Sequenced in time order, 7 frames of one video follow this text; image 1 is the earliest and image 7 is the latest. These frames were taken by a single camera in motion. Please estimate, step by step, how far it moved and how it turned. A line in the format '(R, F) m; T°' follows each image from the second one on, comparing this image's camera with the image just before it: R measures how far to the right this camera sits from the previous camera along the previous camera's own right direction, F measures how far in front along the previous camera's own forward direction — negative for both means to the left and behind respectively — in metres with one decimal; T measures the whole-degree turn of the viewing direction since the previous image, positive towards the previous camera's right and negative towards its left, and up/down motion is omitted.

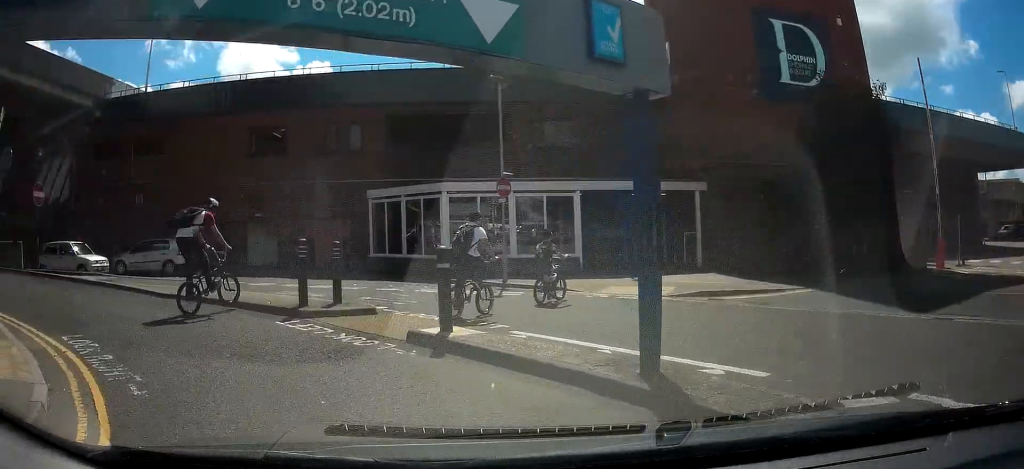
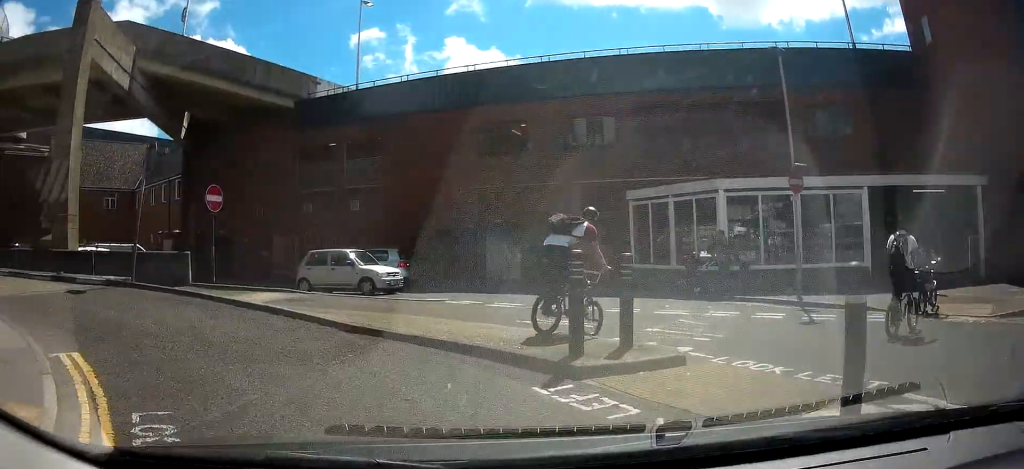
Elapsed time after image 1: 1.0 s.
(-0.9, +3.0) m; -27°
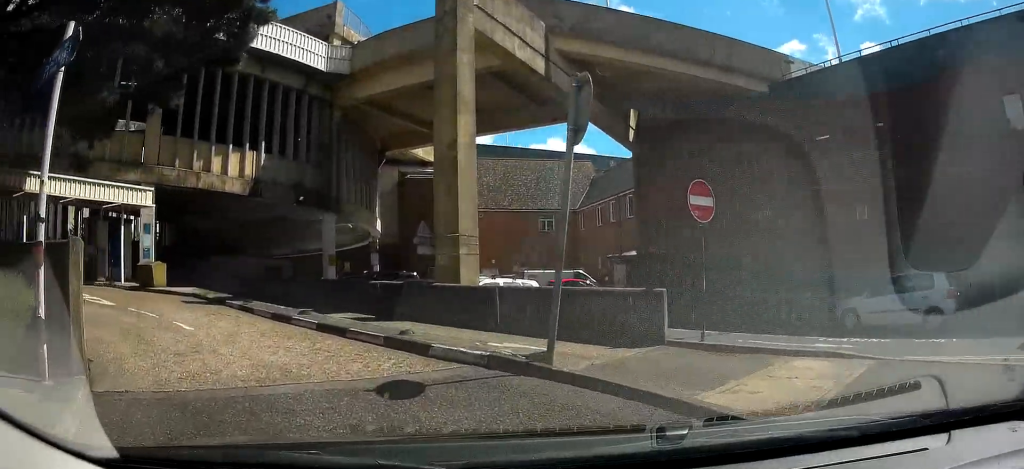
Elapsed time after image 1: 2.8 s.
(-1.8, +6.0) m; -26°
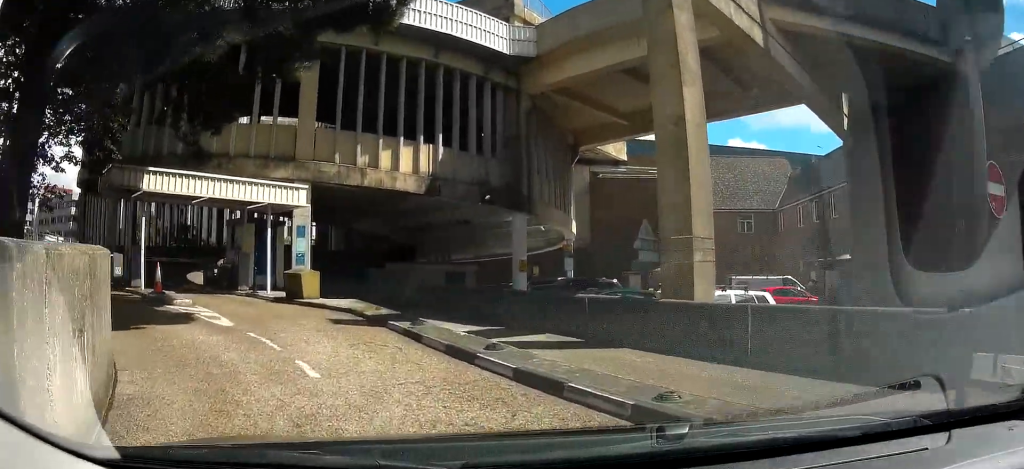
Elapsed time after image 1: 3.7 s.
(-0.2, +2.8) m; -7°
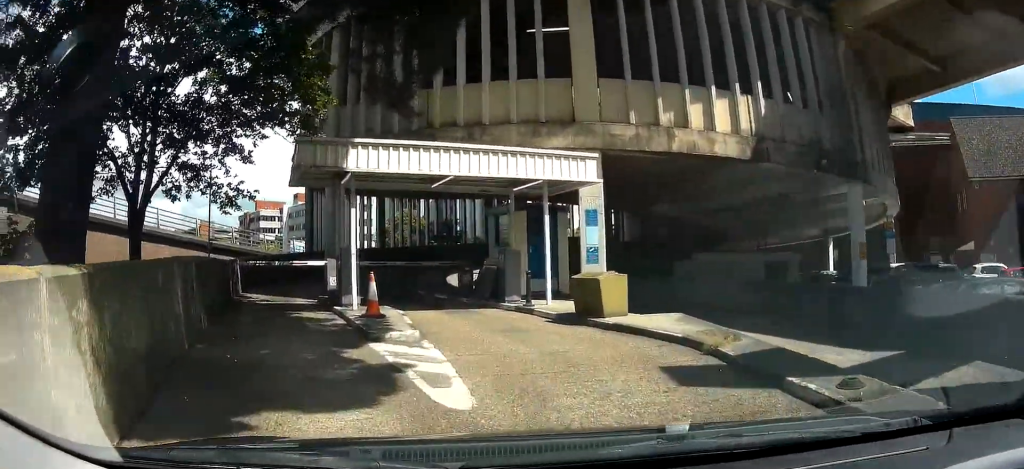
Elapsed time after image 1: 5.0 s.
(-0.5, +4.0) m; -19°
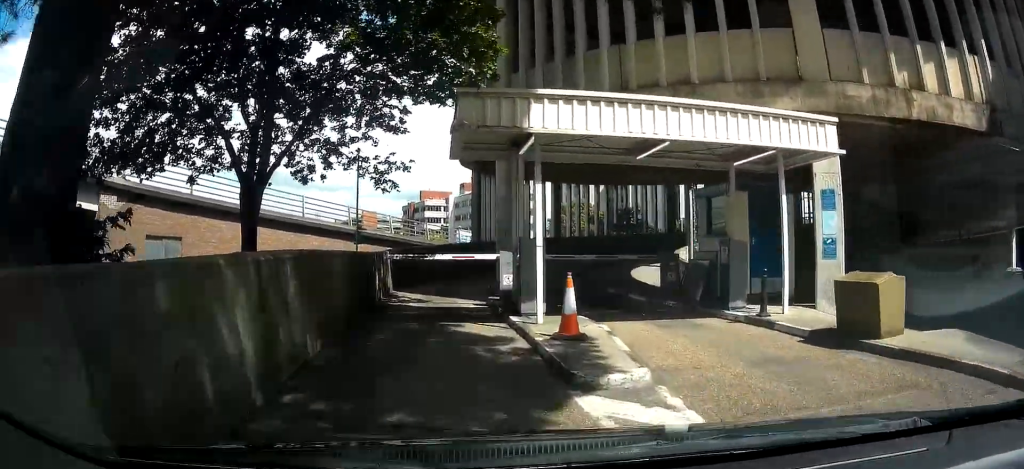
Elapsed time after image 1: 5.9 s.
(-0.3, +2.1) m; -11°
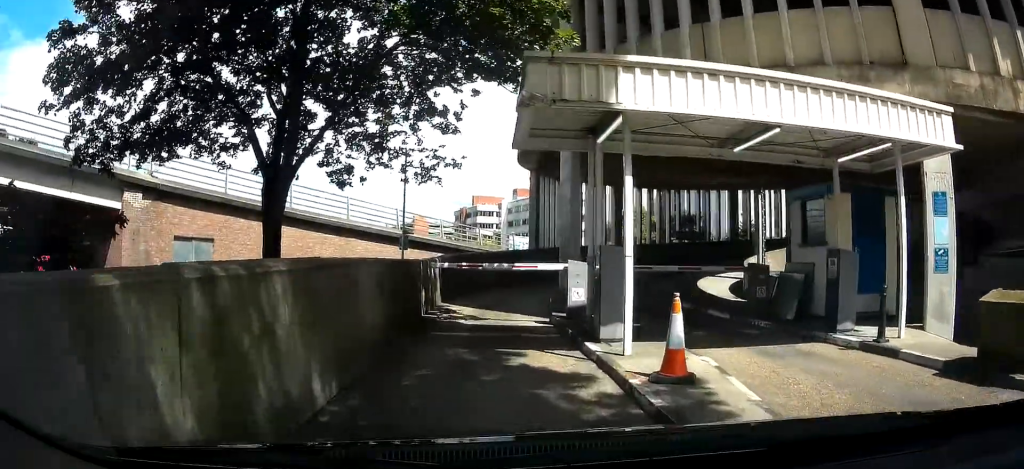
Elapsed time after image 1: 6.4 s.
(-0.1, +1.2) m; -5°
